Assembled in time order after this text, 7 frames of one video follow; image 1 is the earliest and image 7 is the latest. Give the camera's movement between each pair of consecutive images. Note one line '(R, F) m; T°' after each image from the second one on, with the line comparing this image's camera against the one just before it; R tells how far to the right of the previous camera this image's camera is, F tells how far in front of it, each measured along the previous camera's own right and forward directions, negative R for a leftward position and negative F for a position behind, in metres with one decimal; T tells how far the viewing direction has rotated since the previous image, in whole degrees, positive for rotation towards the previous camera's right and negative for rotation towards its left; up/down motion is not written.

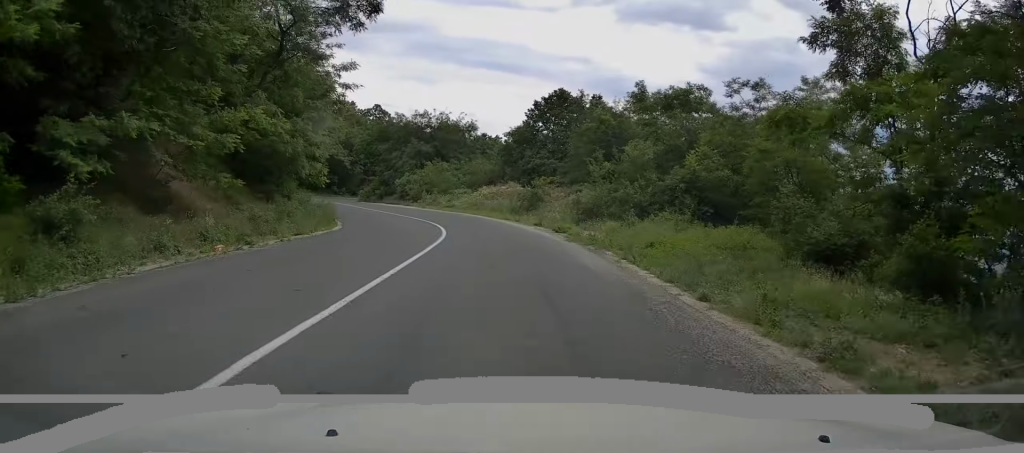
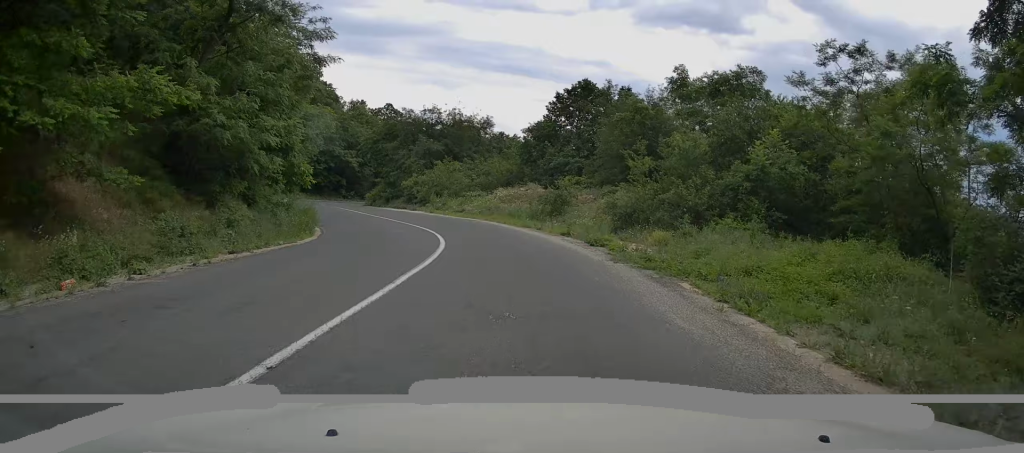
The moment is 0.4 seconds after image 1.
(+0.1, +5.3) m; -2°
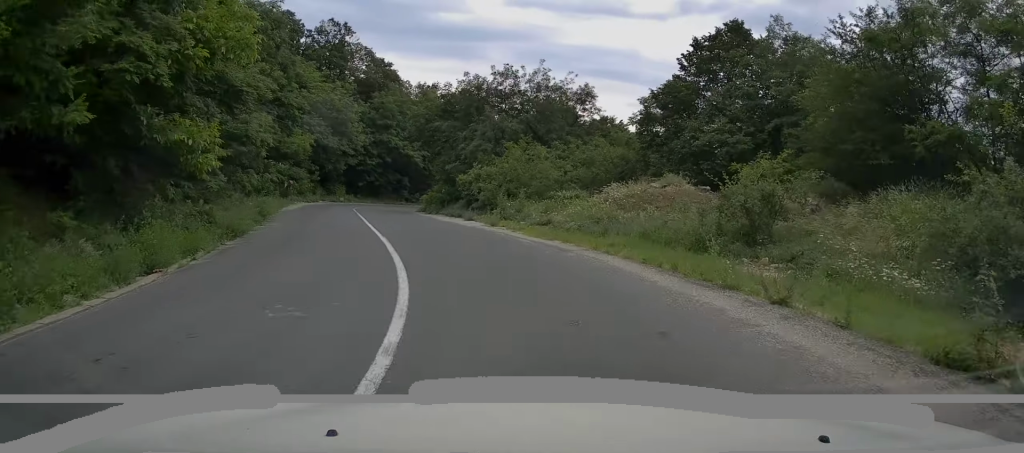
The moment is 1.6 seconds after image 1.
(-0.9, +15.9) m; -8°
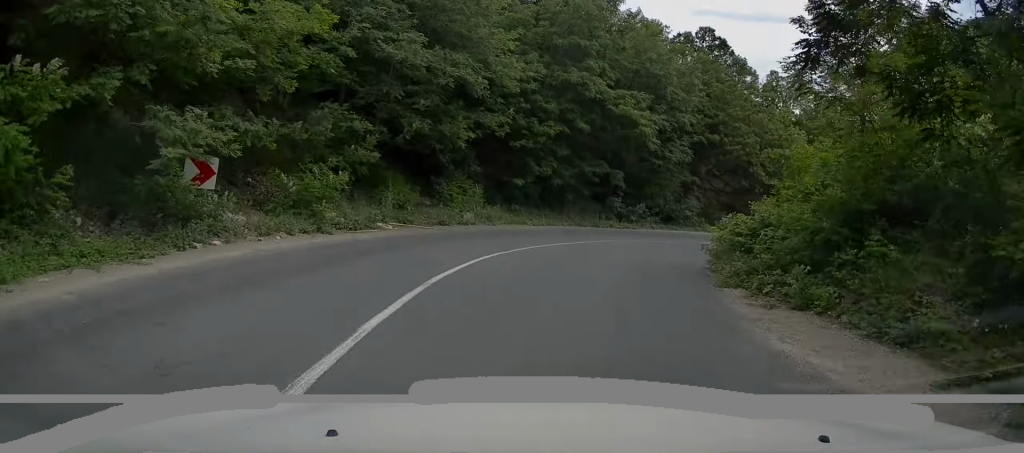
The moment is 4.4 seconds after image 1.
(-6.0, +32.5) m; -11°
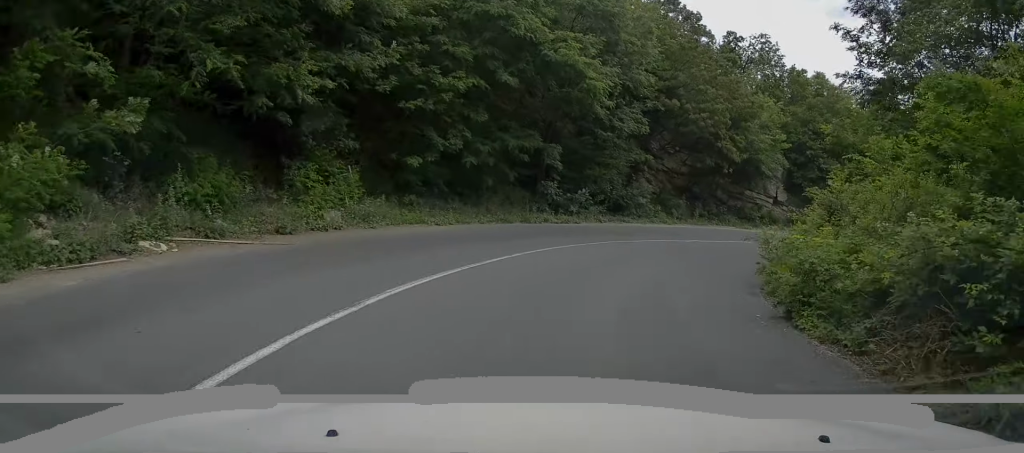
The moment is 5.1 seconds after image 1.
(+0.3, +7.8) m; +7°
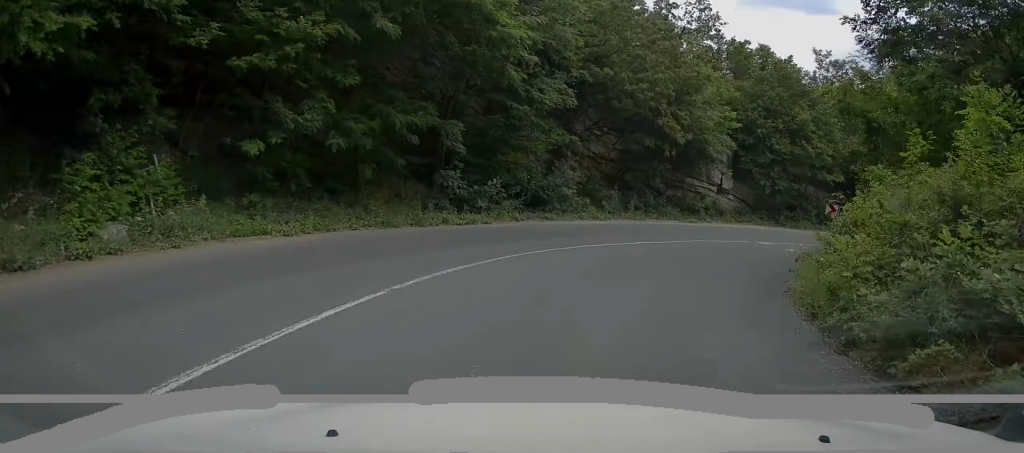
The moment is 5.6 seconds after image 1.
(-0.1, +5.4) m; +7°
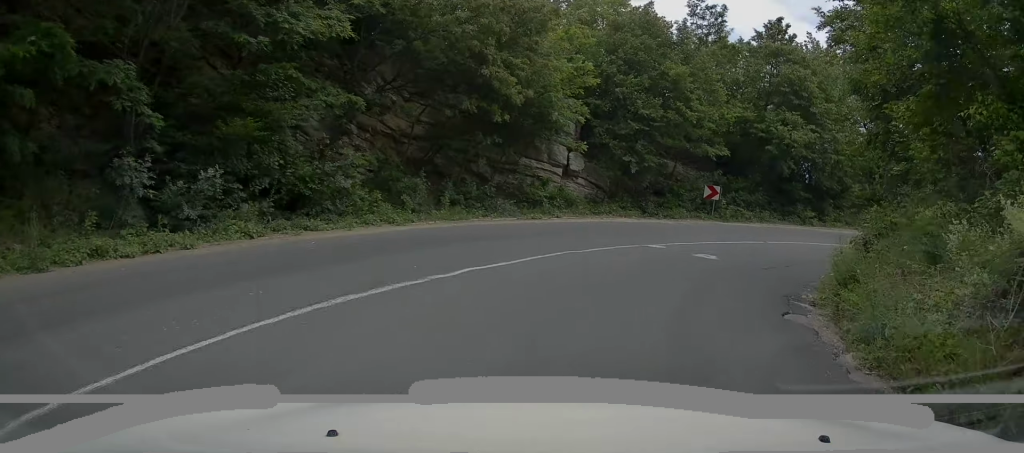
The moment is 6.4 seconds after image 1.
(+1.4, +8.0) m; +16°
